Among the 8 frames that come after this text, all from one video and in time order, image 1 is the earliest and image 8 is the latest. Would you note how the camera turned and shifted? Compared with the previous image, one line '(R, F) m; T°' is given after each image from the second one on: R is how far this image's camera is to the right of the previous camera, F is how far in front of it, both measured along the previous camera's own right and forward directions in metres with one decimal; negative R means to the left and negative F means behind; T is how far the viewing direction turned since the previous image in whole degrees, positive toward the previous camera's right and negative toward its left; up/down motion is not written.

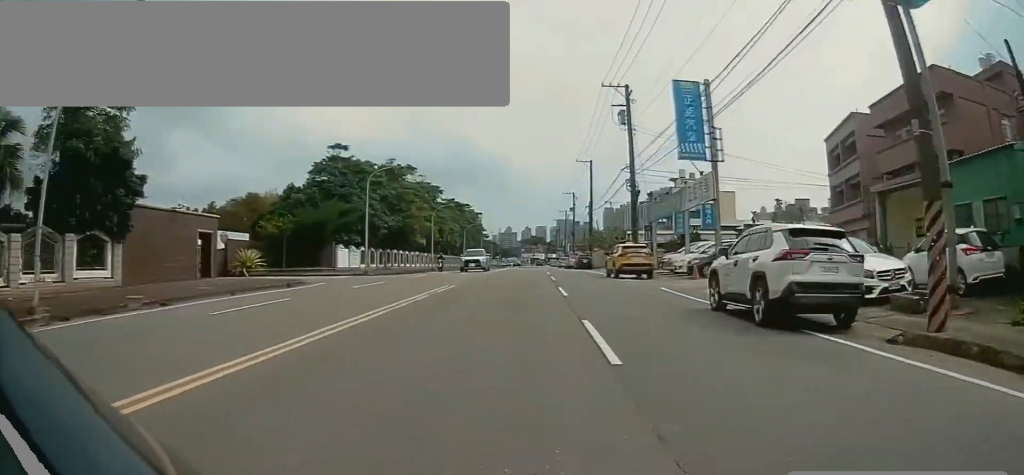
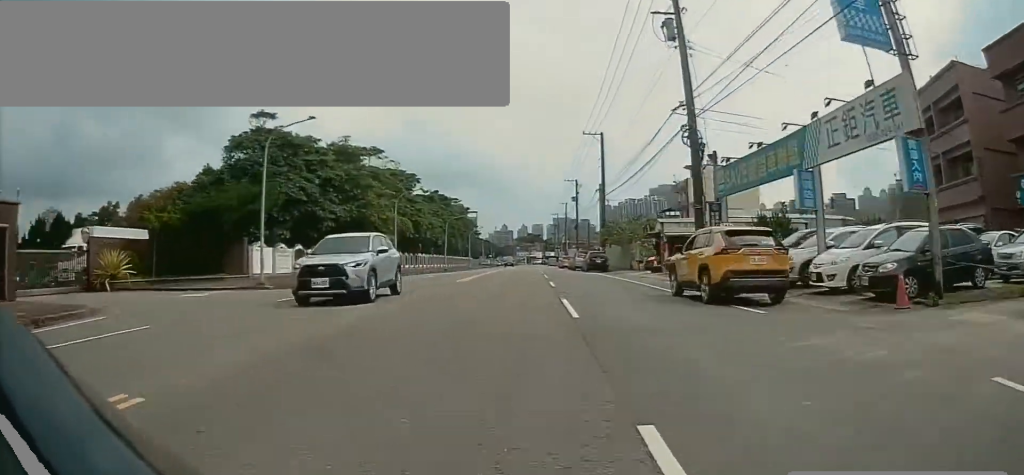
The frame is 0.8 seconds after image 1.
(0.0, +16.2) m; 0°
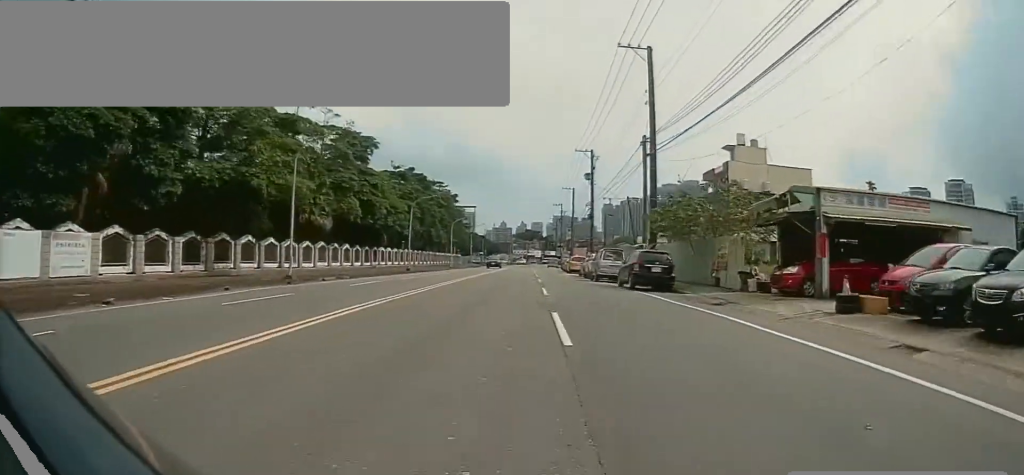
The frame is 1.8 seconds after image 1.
(0.0, +24.4) m; 0°
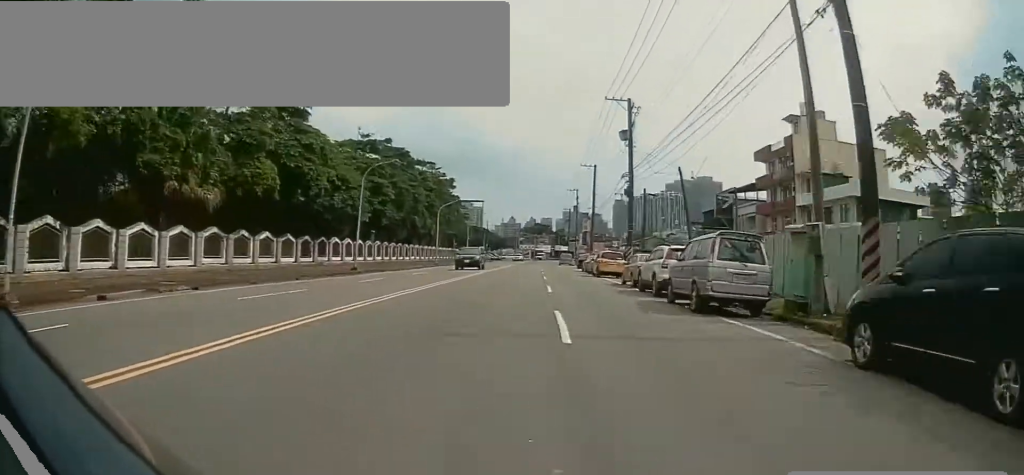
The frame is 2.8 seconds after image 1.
(-0.1, +20.7) m; -3°
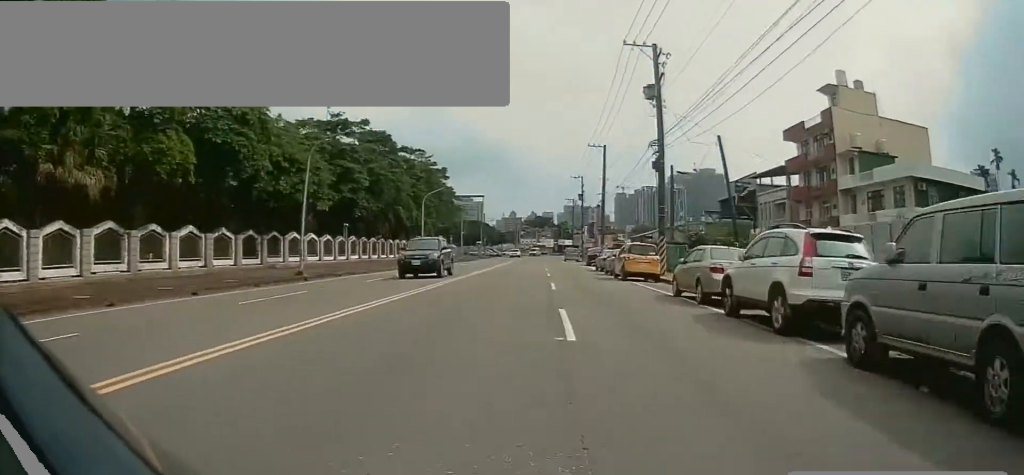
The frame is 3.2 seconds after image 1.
(-0.5, +9.8) m; 0°
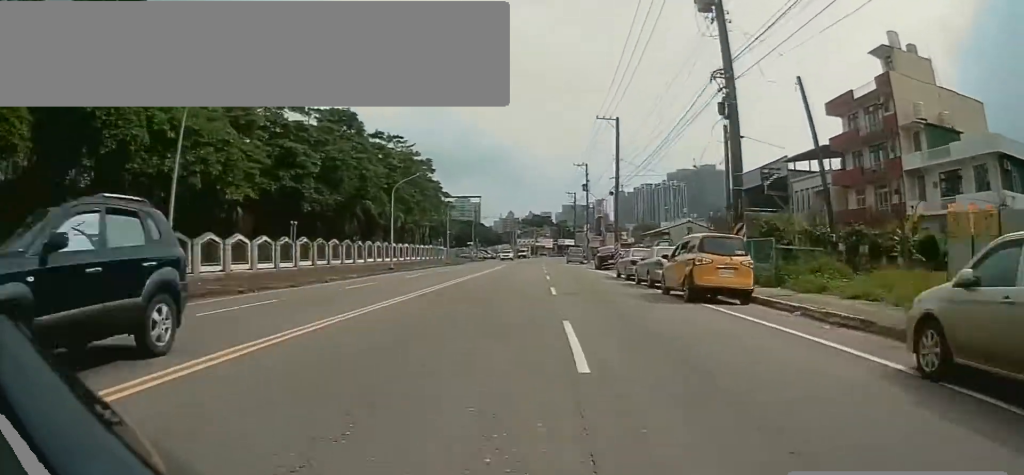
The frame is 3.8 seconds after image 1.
(-0.6, +11.8) m; 0°
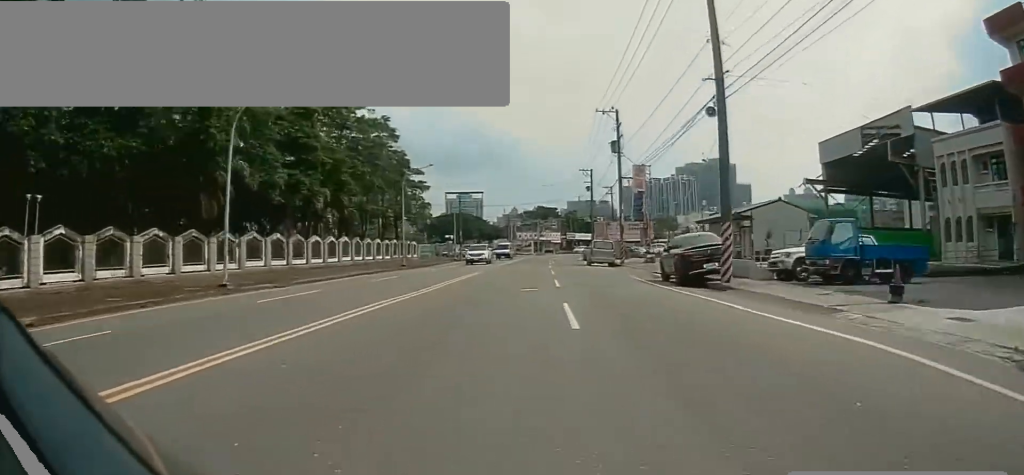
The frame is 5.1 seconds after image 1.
(+1.3, +25.4) m; +4°
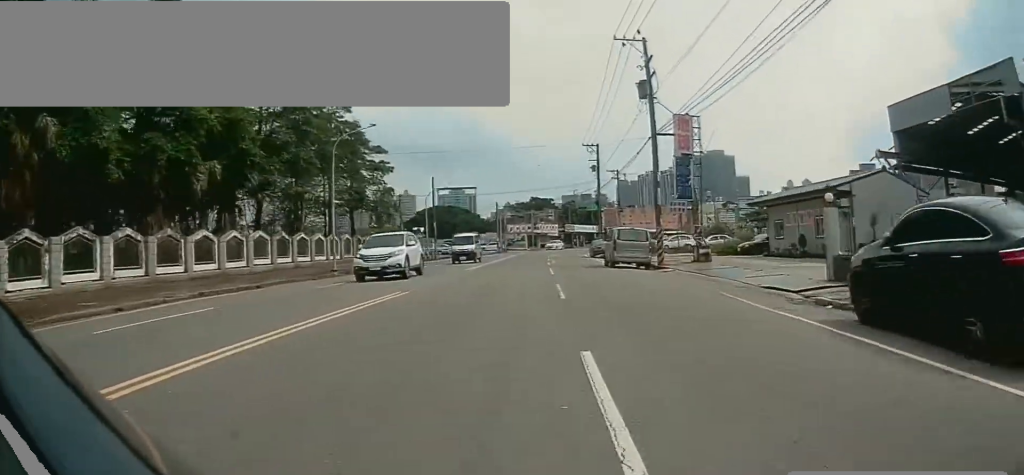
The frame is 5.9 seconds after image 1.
(0.0, +15.0) m; +3°
